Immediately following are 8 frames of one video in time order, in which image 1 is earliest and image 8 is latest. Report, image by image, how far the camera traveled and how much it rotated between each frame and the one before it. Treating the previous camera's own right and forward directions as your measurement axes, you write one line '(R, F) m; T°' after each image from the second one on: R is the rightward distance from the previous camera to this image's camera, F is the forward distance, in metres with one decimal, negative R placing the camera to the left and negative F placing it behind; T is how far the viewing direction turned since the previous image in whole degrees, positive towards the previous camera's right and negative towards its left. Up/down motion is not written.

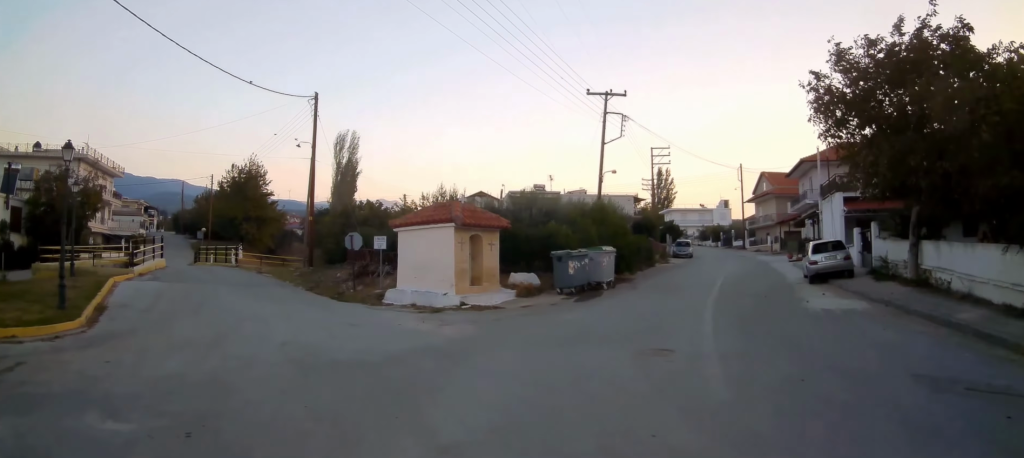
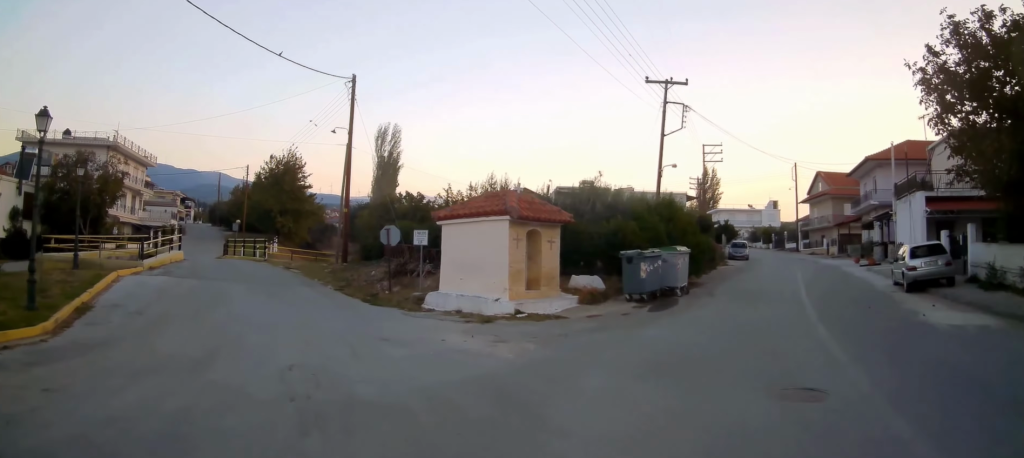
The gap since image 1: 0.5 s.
(0.0, +2.8) m; -1°
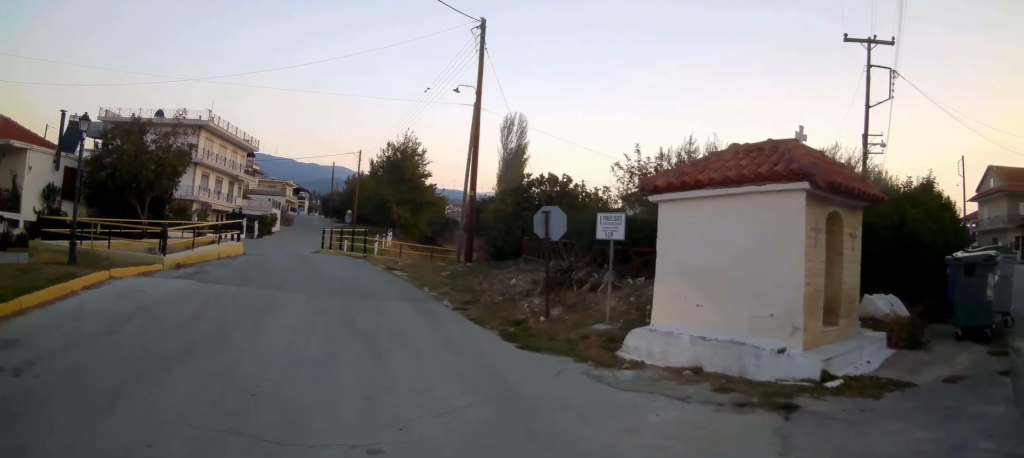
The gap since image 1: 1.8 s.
(-0.3, +7.6) m; -8°
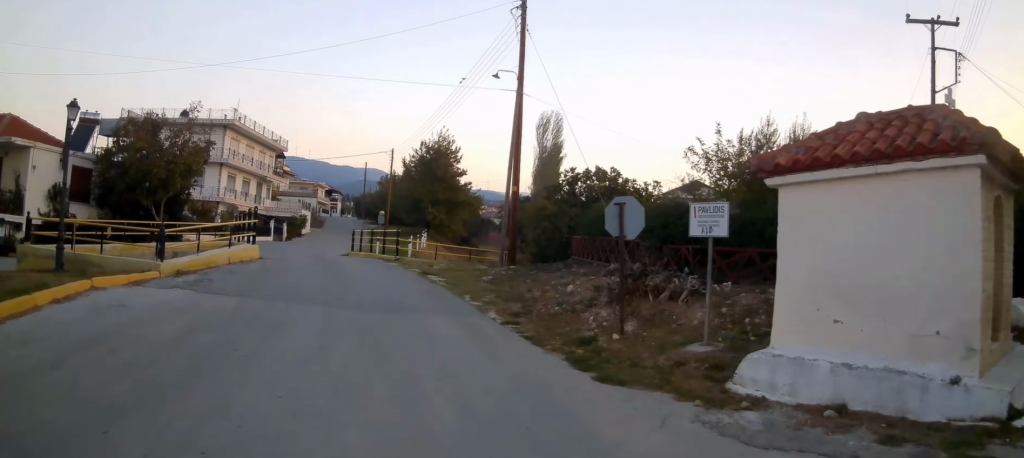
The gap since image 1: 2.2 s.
(-0.2, +2.1) m; -3°
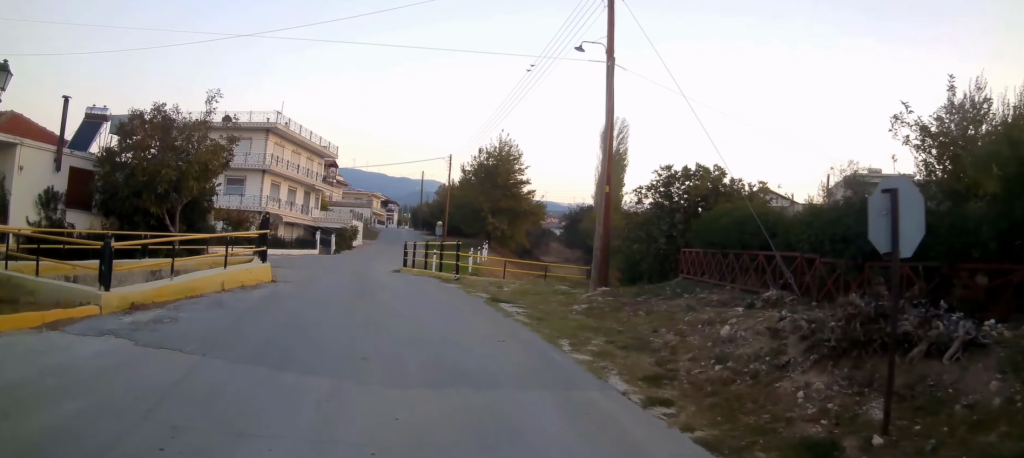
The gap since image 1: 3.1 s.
(-0.3, +4.4) m; -5°
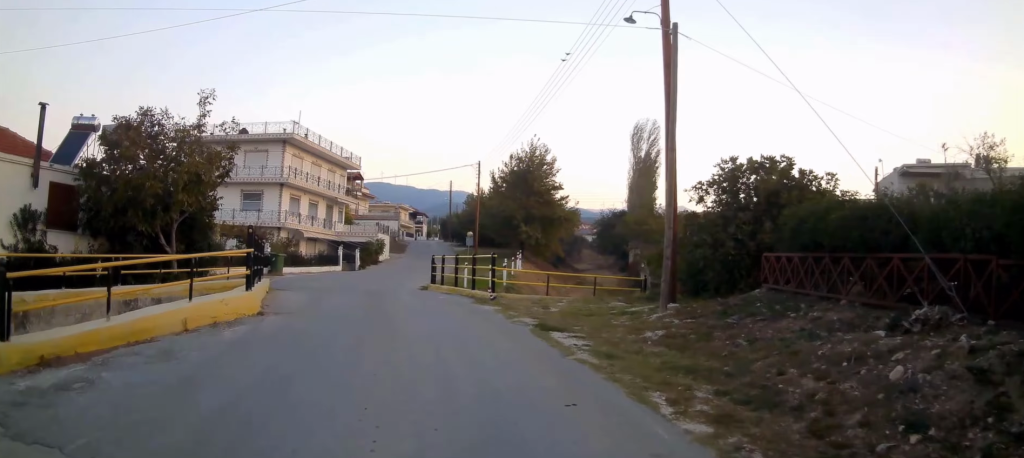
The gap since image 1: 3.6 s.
(0.0, +2.8) m; -2°
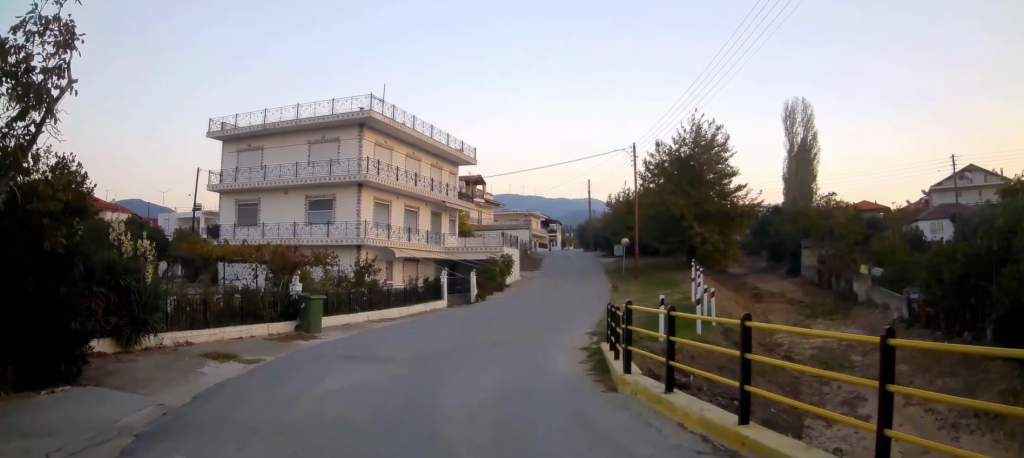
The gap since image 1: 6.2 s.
(-1.9, +14.0) m; -11°
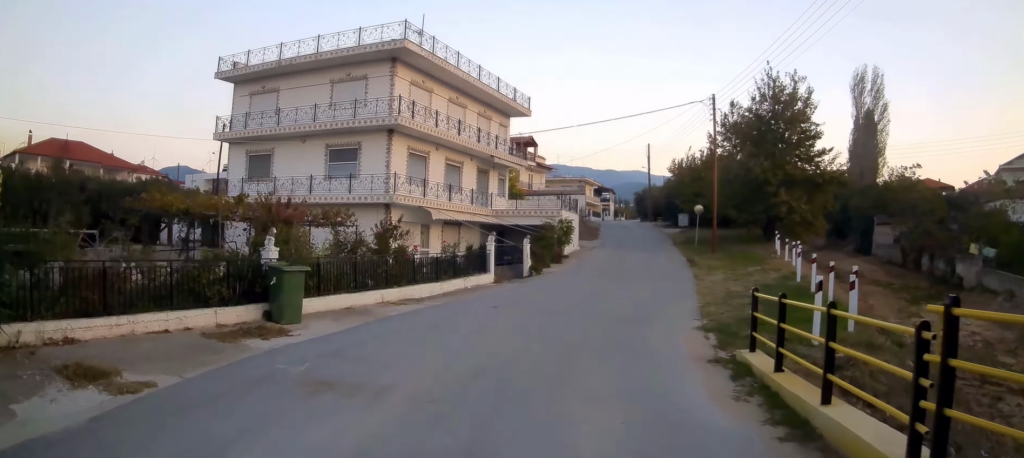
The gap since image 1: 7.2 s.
(+0.1, +5.9) m; +4°
